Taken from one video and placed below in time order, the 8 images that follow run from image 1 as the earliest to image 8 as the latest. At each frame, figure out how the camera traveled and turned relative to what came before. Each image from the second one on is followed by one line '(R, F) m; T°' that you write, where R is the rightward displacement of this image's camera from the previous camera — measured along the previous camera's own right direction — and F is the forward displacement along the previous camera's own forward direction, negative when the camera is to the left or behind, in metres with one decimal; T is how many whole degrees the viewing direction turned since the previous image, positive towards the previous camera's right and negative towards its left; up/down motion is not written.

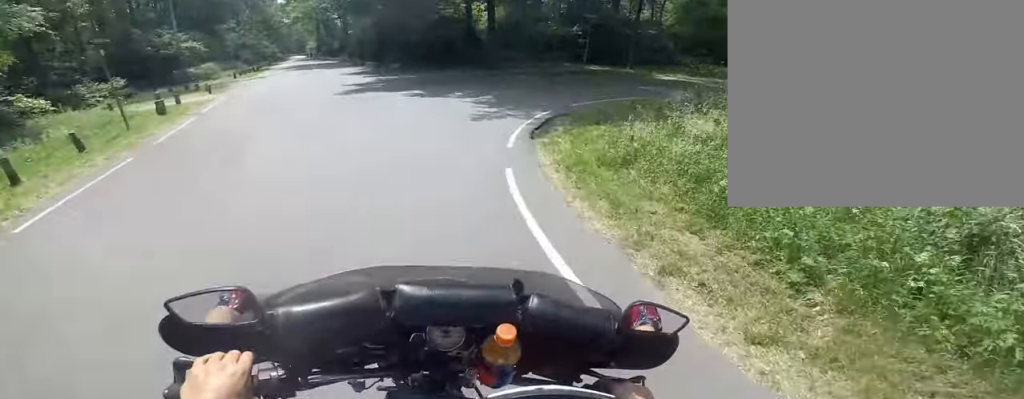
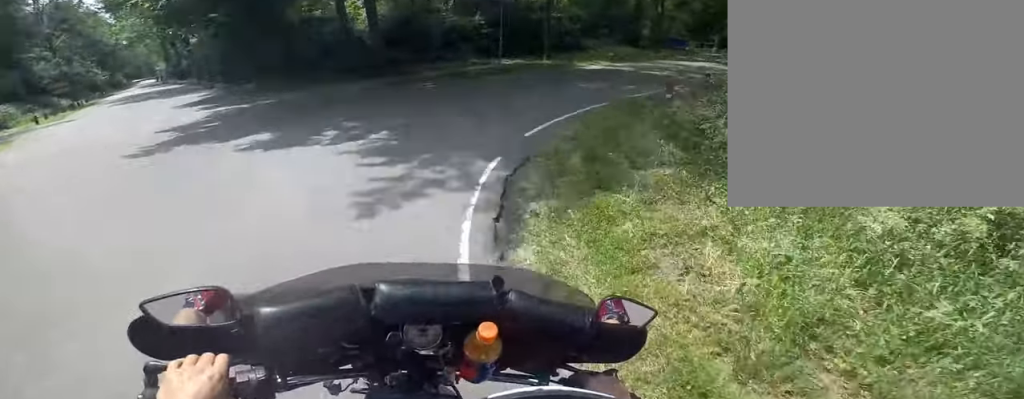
(-0.4, +4.1) m; +13°
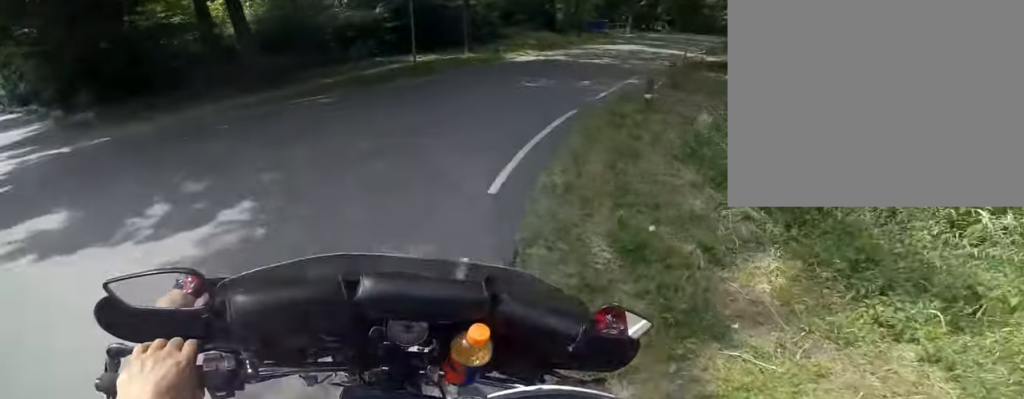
(+0.8, +2.0) m; +10°
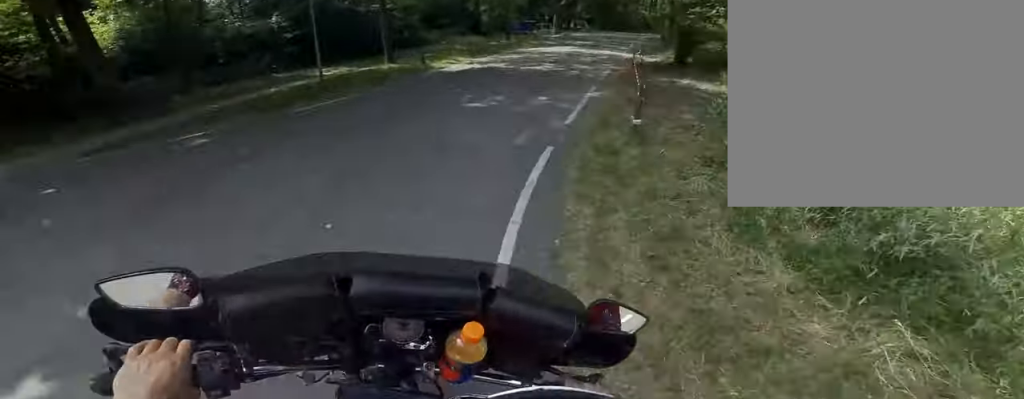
(+0.5, +1.6) m; +8°
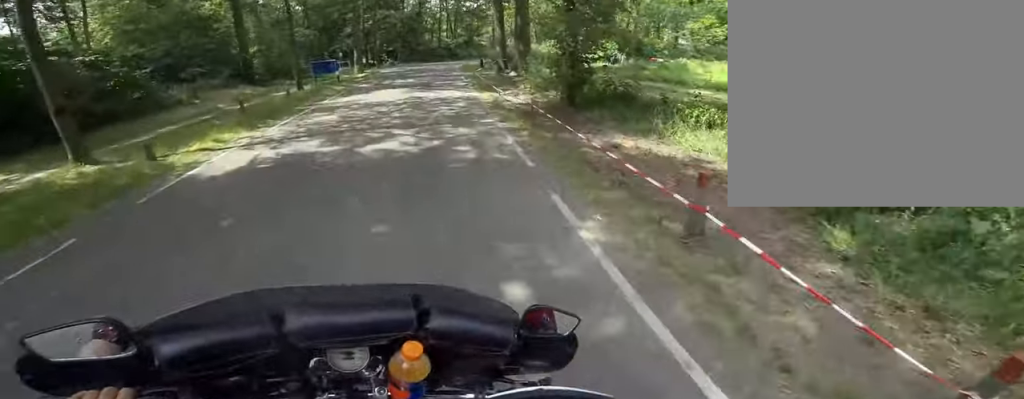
(+0.2, +4.6) m; +1°
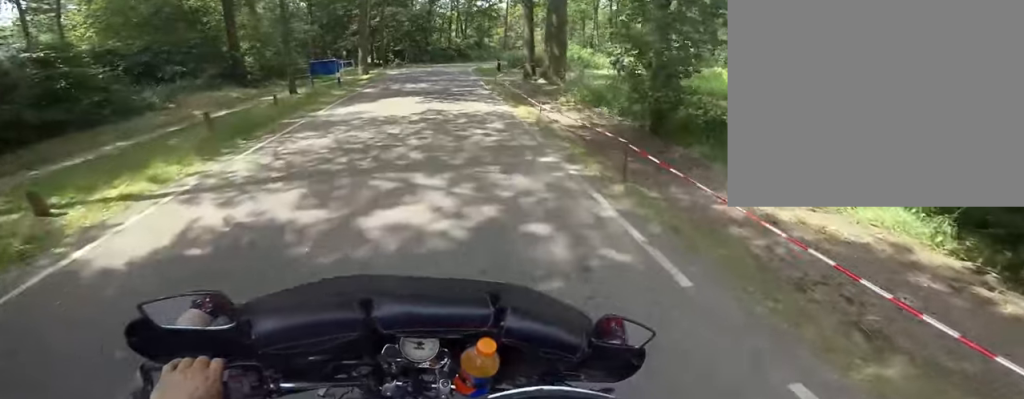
(0.0, +2.3) m; +4°
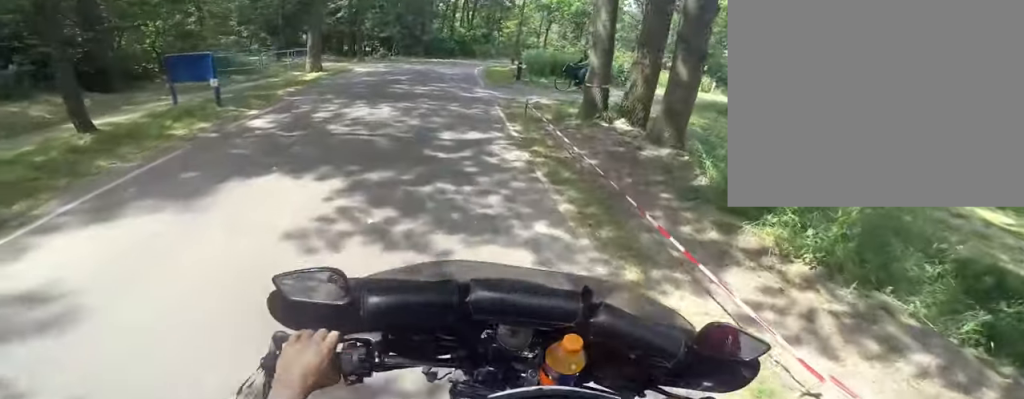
(+1.4, +6.6) m; +24°
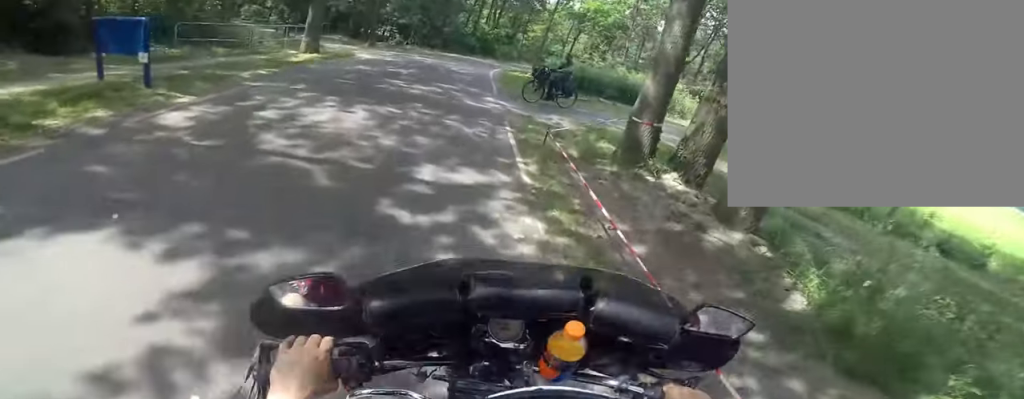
(+0.2, +2.4) m; +4°
